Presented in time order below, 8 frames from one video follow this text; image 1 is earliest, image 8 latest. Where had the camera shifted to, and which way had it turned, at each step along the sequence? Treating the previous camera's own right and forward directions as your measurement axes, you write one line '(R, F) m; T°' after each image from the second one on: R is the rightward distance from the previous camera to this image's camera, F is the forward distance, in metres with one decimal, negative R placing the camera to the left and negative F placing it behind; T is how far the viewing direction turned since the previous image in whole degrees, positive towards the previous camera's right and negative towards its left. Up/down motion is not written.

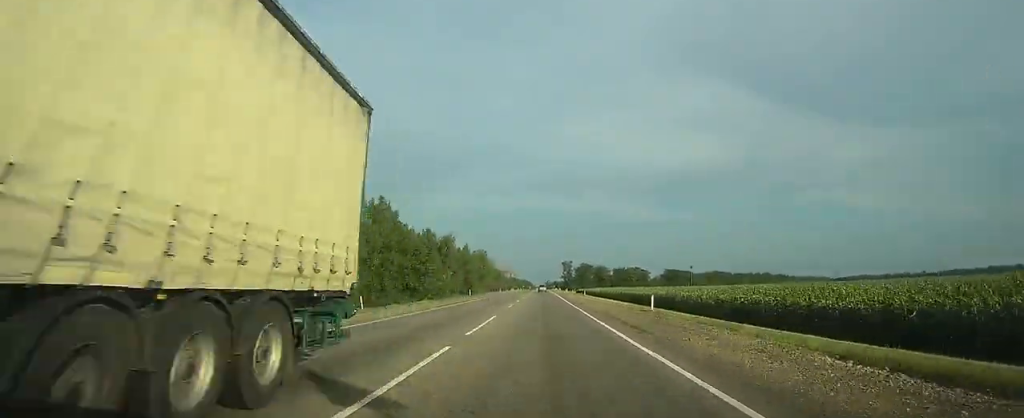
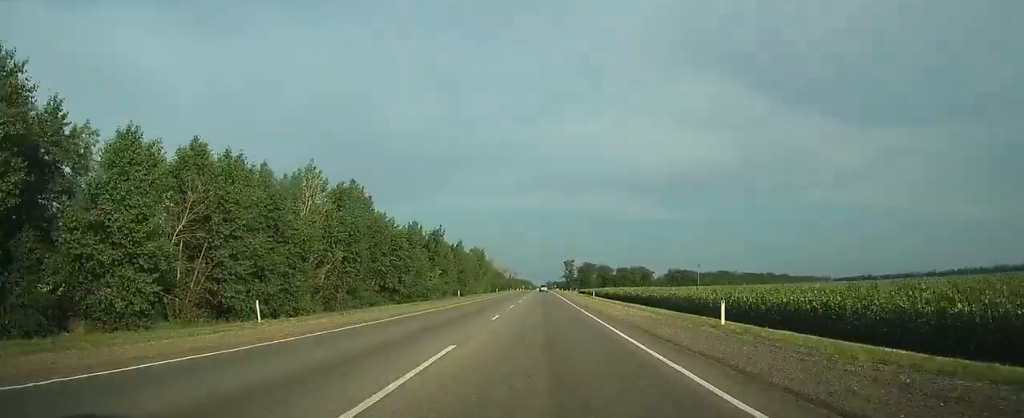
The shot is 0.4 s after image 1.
(0.0, +11.6) m; 0°
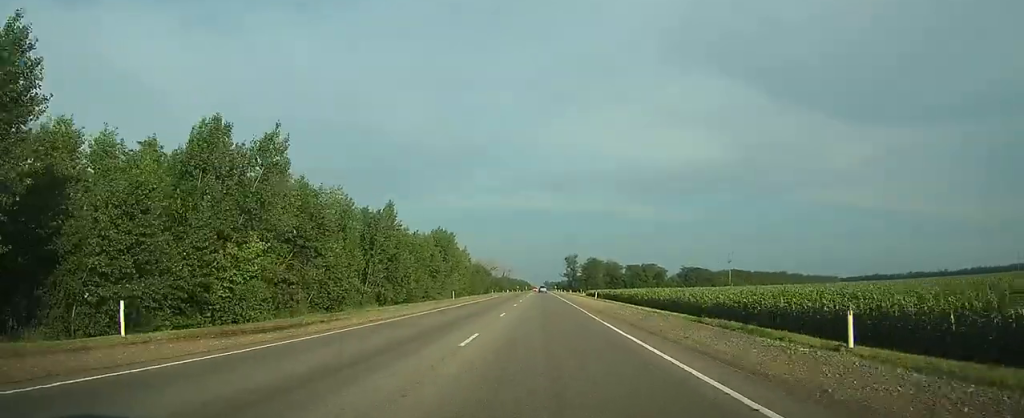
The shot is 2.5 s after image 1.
(-0.2, +55.1) m; -1°
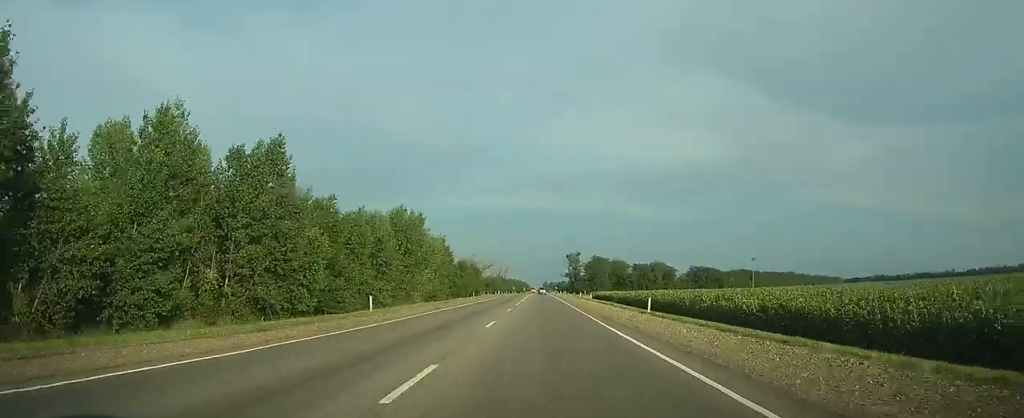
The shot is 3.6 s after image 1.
(-0.1, +27.7) m; 0°
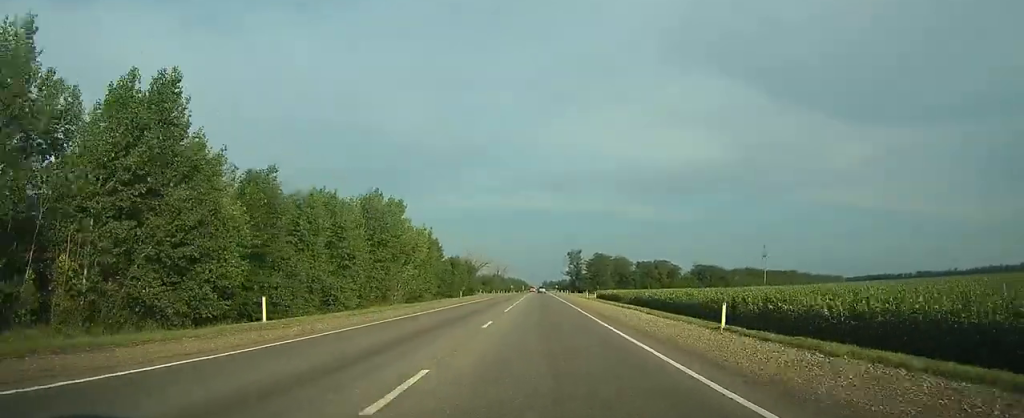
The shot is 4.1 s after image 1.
(0.0, +11.2) m; 0°
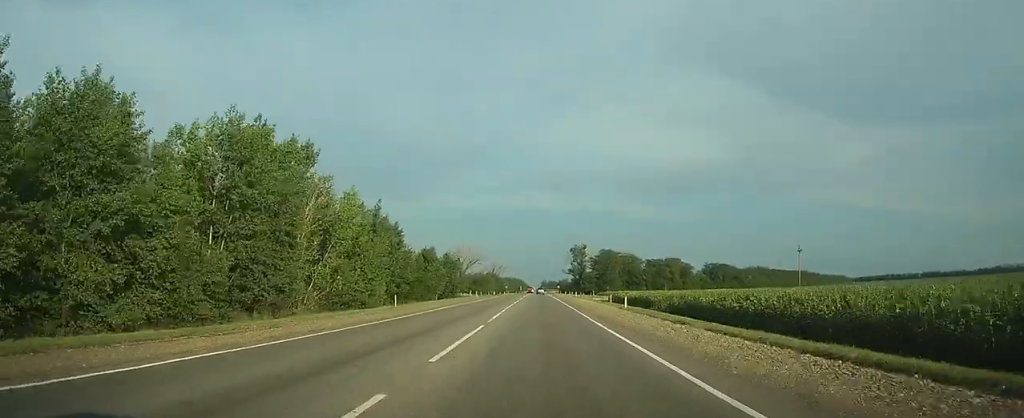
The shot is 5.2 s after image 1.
(+0.1, +26.6) m; 0°
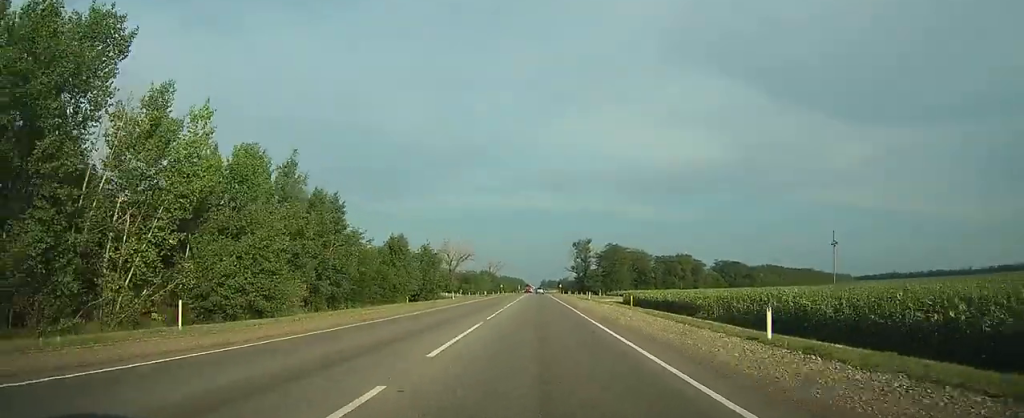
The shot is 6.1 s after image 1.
(0.0, +20.1) m; 0°
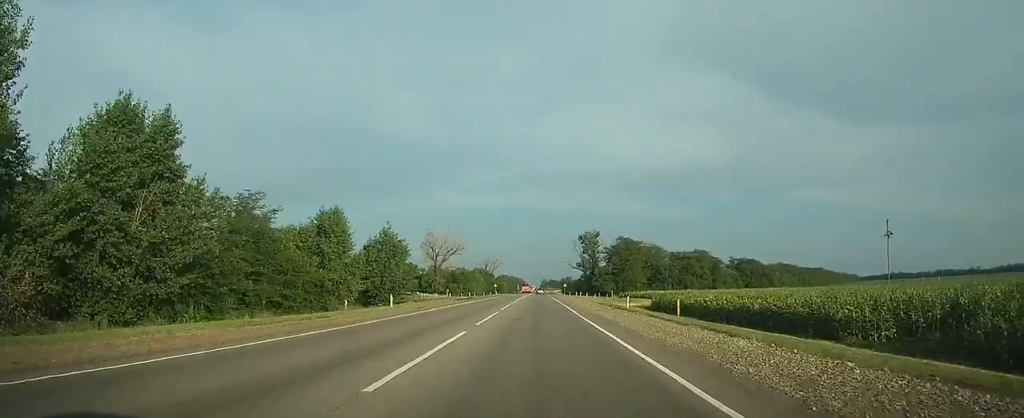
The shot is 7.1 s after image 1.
(0.0, +23.6) m; 0°
